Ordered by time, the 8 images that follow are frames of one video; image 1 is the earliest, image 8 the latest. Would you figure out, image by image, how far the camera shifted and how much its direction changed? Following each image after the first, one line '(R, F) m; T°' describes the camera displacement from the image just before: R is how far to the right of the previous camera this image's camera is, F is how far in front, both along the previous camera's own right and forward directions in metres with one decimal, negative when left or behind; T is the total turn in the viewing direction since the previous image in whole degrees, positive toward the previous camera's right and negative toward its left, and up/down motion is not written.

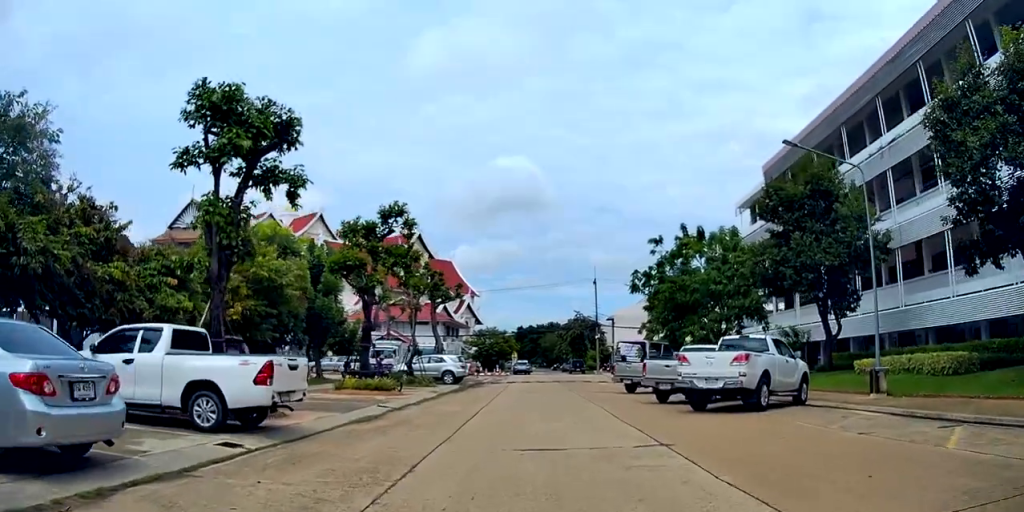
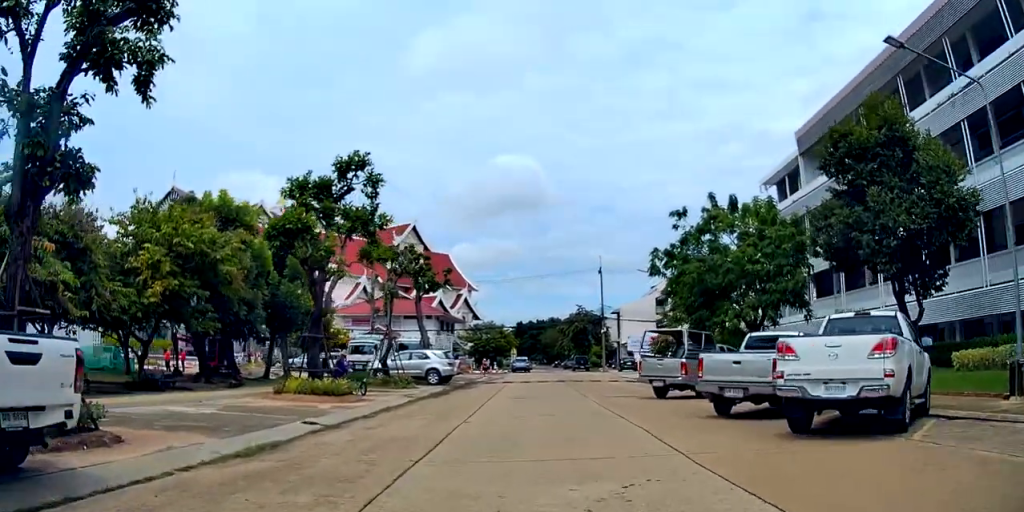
(-0.2, +5.5) m; -1°
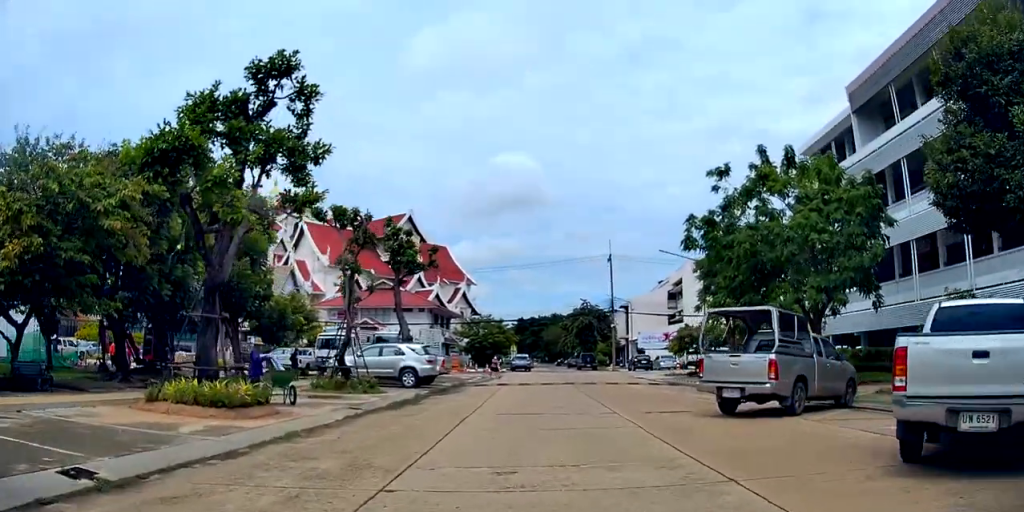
(+0.2, +6.9) m; +4°
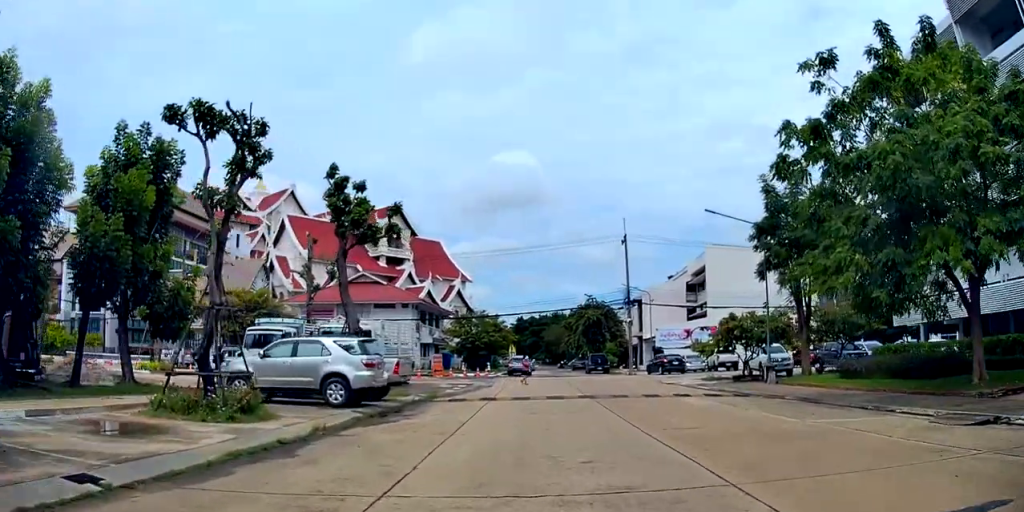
(-0.4, +10.8) m; -4°
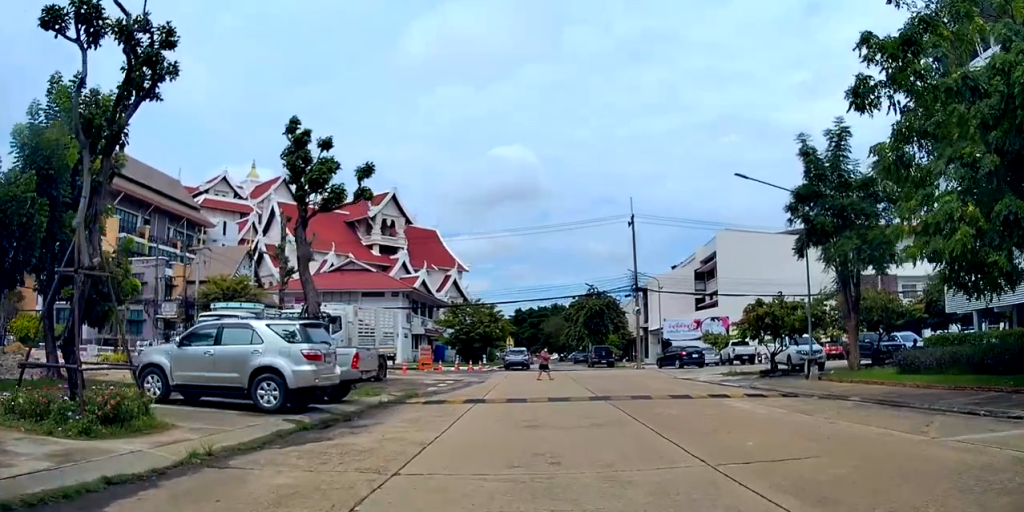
(0.0, +5.0) m; 0°
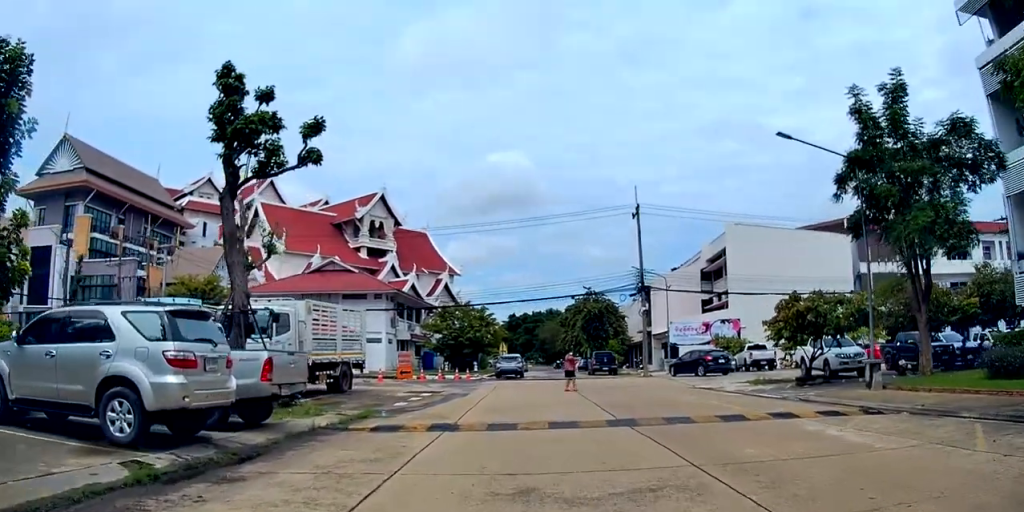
(+0.1, +5.5) m; +1°
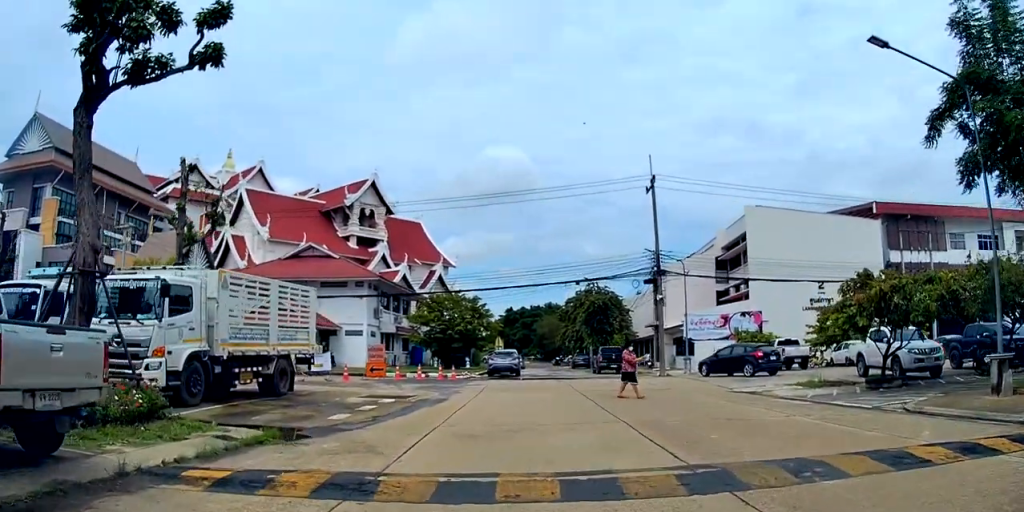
(+0.1, +6.8) m; +1°
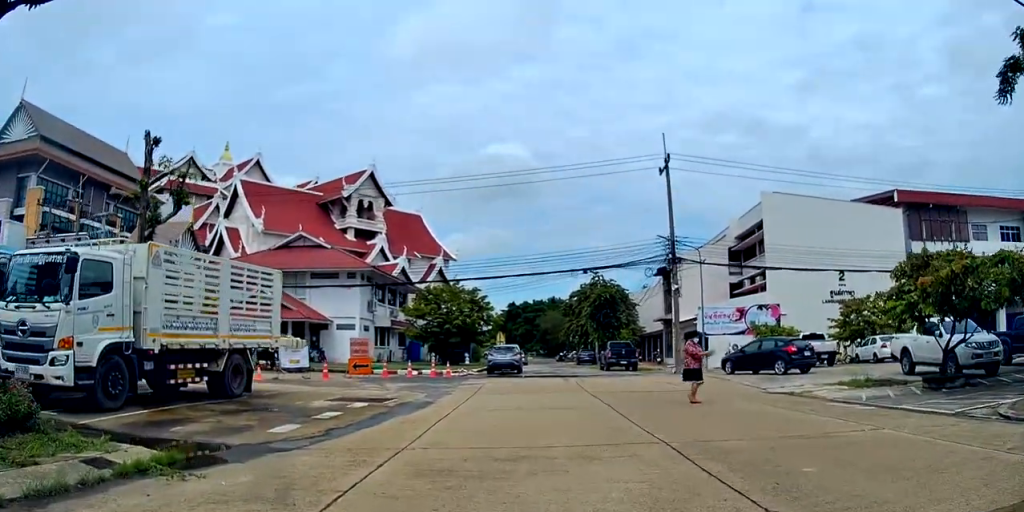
(0.0, +3.9) m; +1°
